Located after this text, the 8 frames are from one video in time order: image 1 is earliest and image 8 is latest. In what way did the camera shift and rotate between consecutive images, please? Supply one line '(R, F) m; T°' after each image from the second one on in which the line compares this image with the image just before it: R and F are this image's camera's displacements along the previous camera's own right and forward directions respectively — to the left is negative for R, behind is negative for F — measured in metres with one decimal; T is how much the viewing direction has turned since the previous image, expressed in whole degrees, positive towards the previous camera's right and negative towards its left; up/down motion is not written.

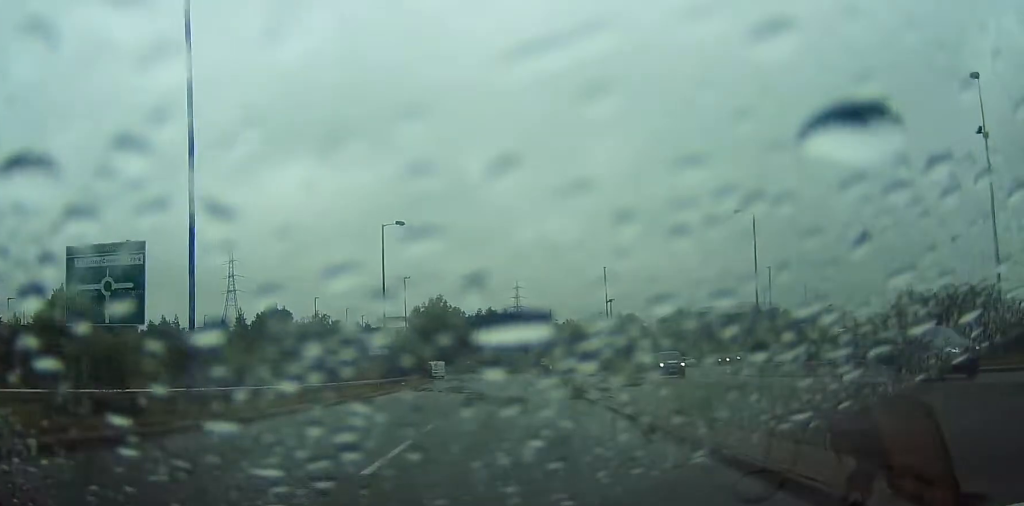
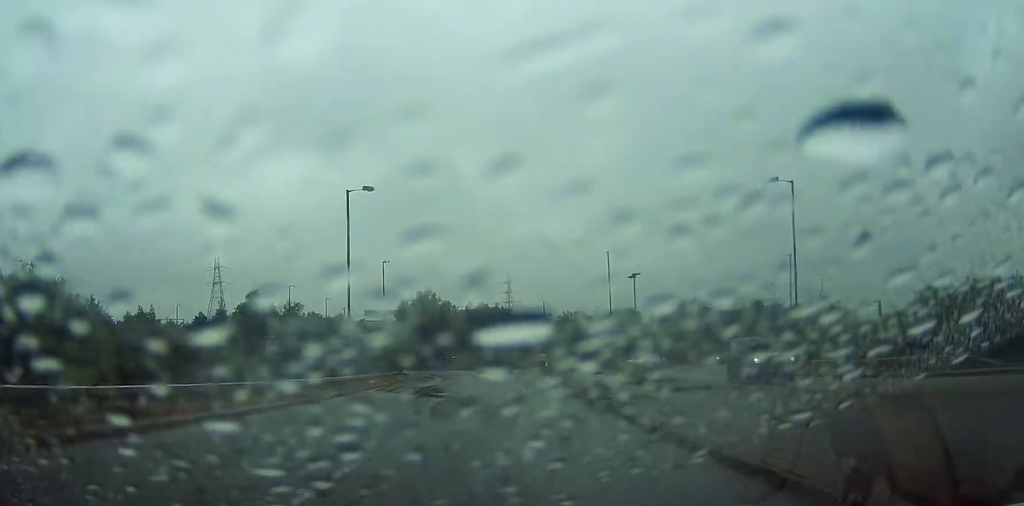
(0.0, +9.5) m; +1°
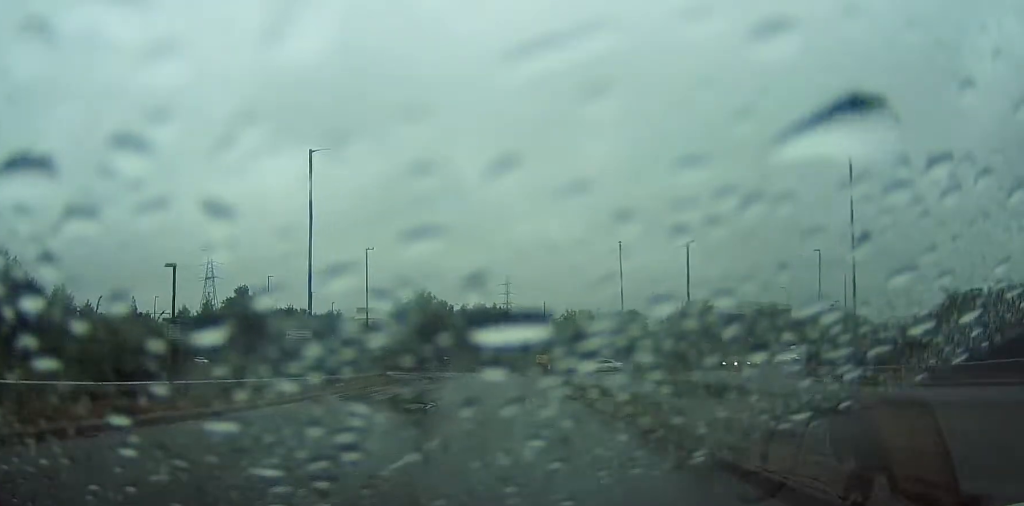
(0.0, +8.7) m; -1°
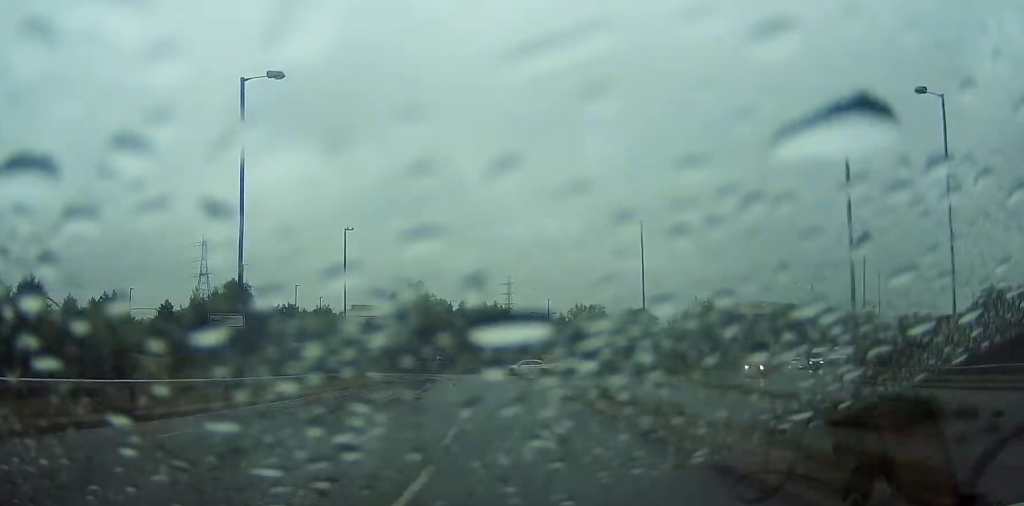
(0.0, +9.8) m; -1°
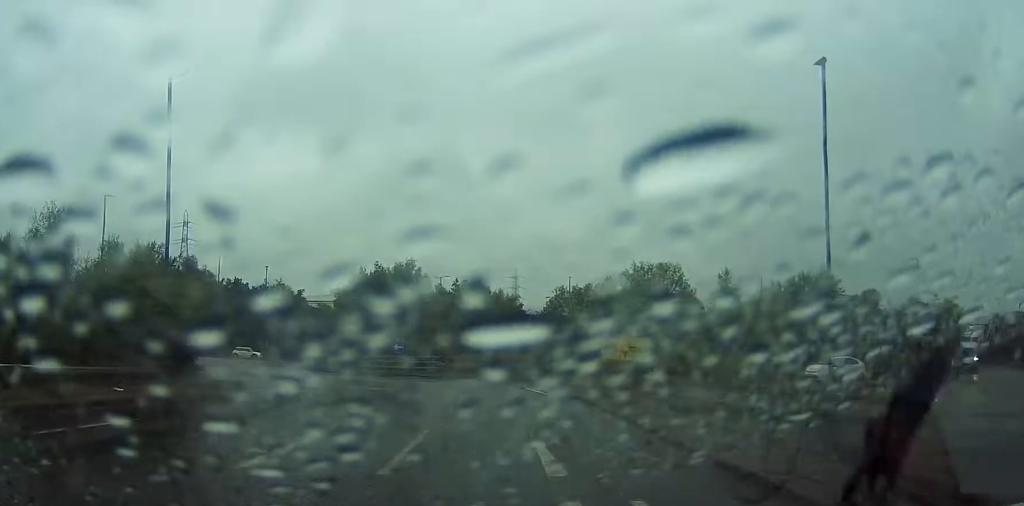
(+0.3, +30.5) m; -1°
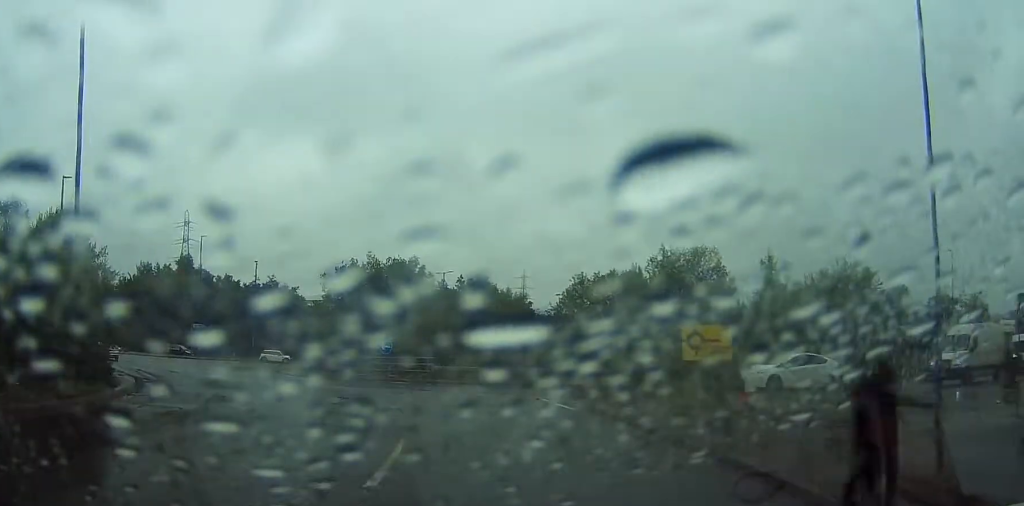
(-0.1, +5.8) m; +1°
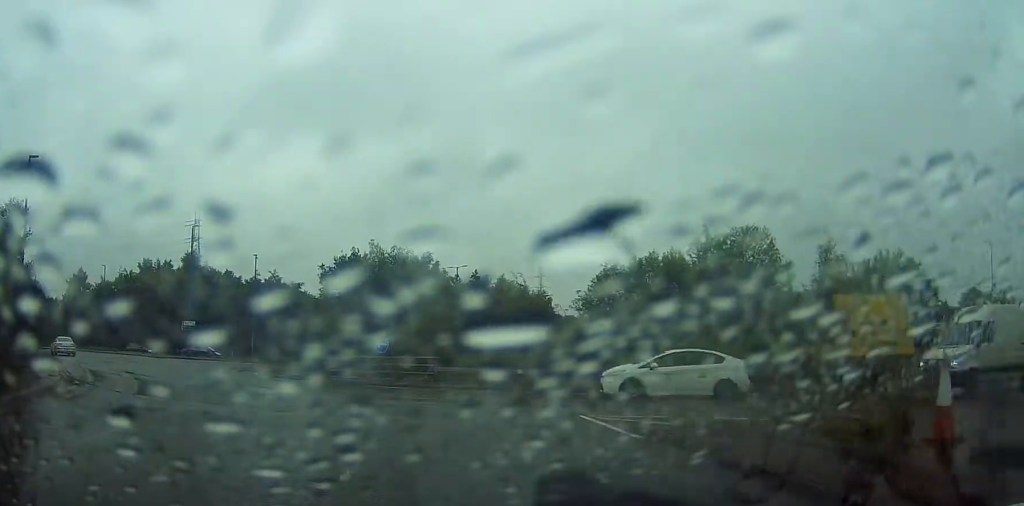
(+0.1, +4.8) m; -1°
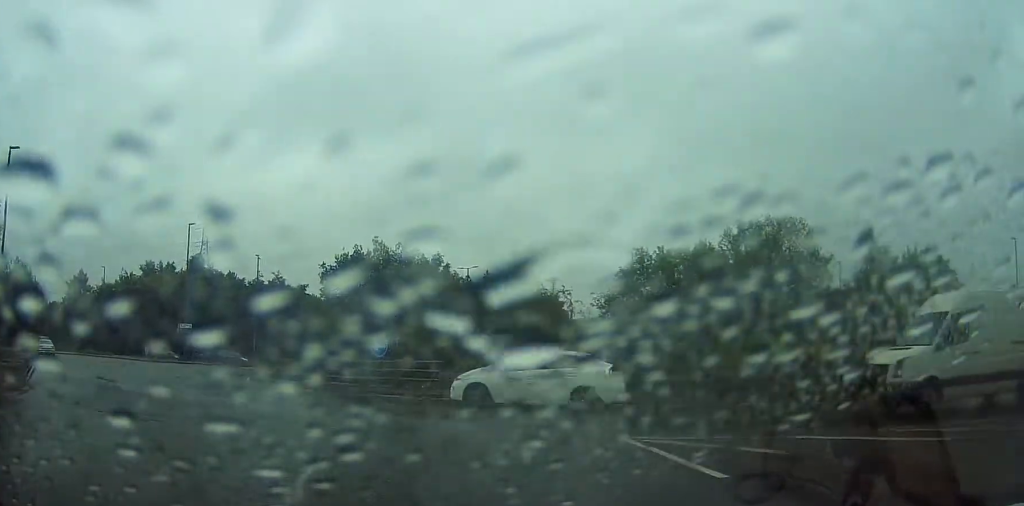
(+0.2, +2.7) m; -1°
